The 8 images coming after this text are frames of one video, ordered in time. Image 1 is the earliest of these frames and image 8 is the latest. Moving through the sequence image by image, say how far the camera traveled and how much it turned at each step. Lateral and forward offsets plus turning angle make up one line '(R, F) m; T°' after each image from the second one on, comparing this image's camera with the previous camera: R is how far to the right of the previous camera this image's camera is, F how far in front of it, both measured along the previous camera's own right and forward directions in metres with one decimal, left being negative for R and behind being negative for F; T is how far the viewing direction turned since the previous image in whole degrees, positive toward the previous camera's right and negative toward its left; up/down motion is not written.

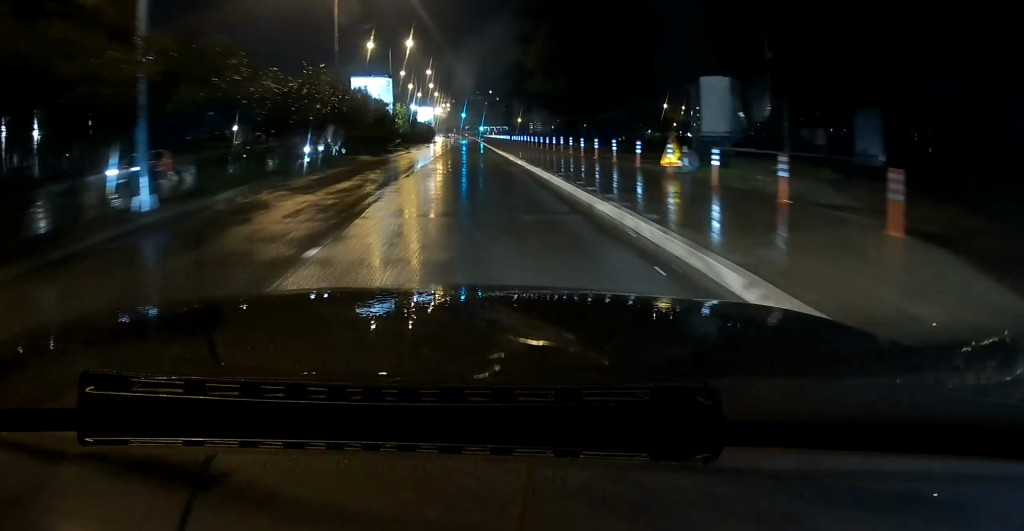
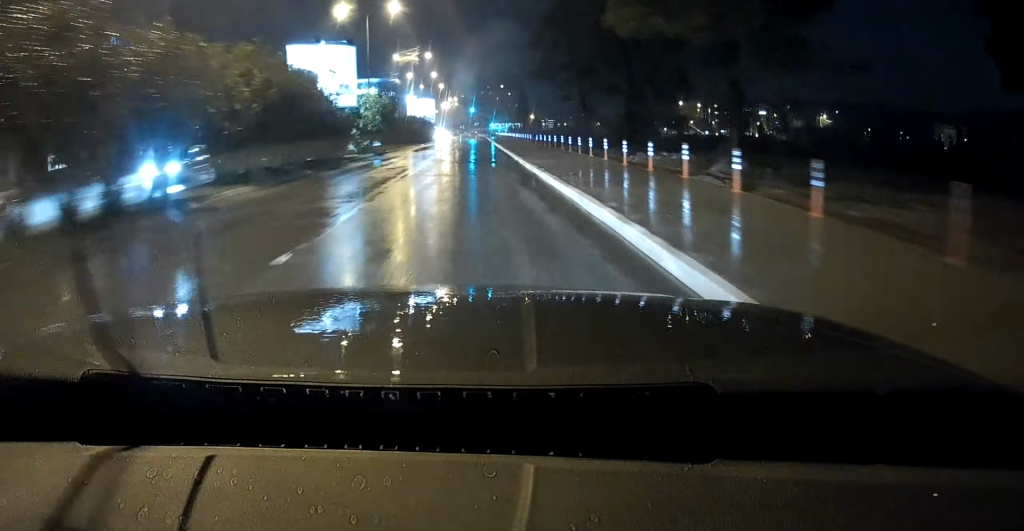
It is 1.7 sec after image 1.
(0.0, +19.6) m; 0°
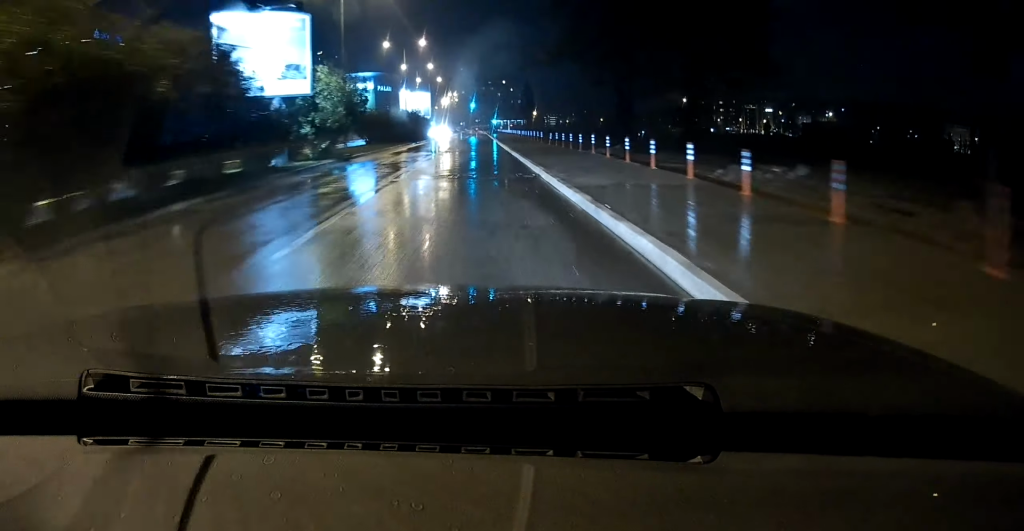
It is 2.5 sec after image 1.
(+0.1, +9.5) m; 0°
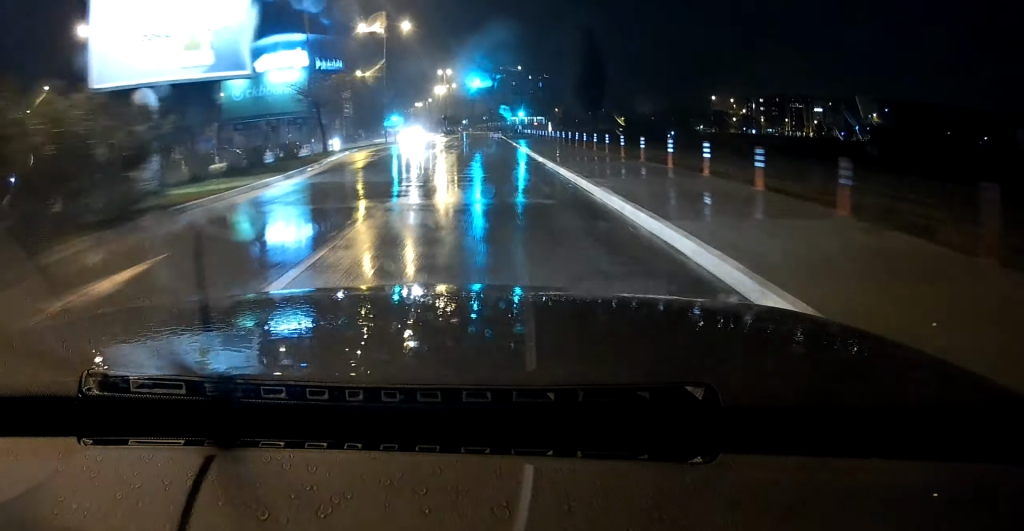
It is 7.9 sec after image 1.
(-1.0, +68.3) m; -1°
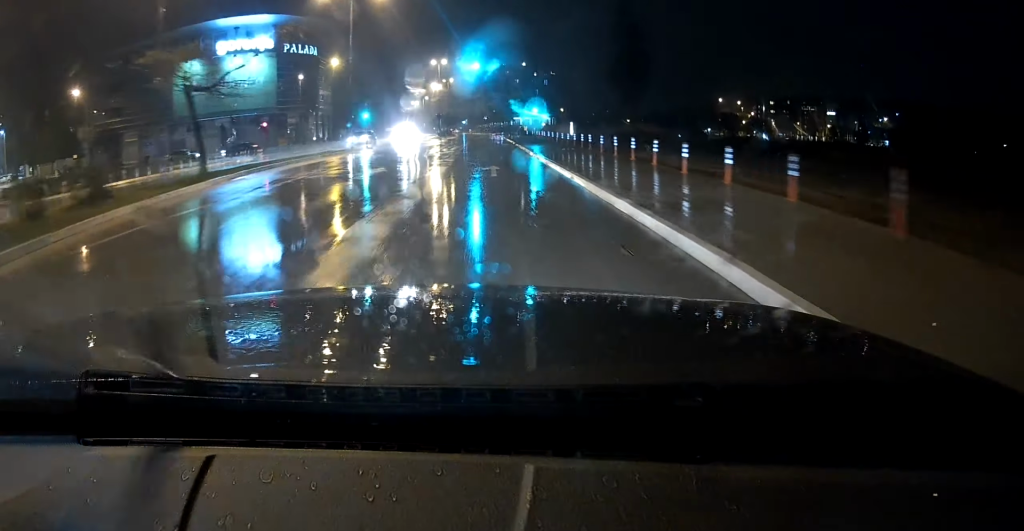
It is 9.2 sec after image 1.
(0.0, +16.6) m; 0°
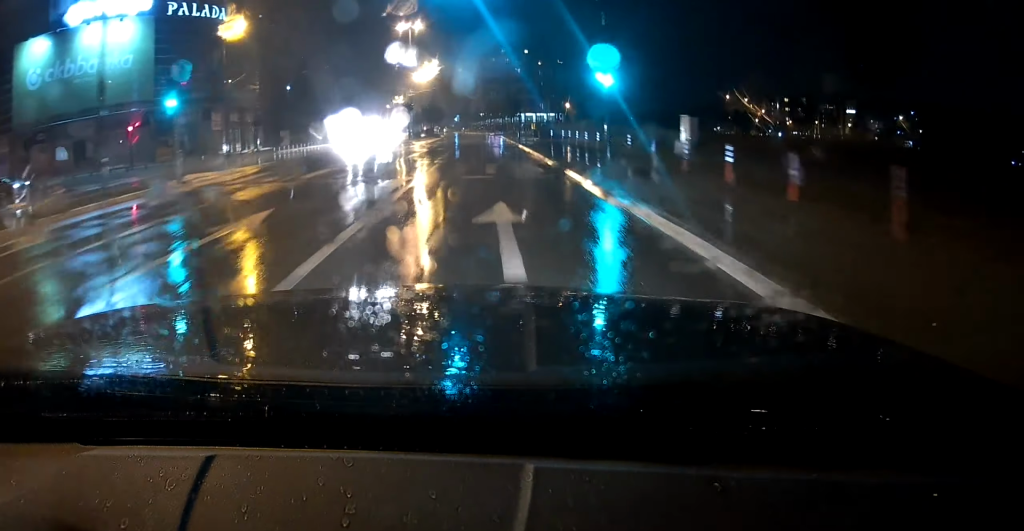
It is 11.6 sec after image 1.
(-0.2, +30.8) m; 0°
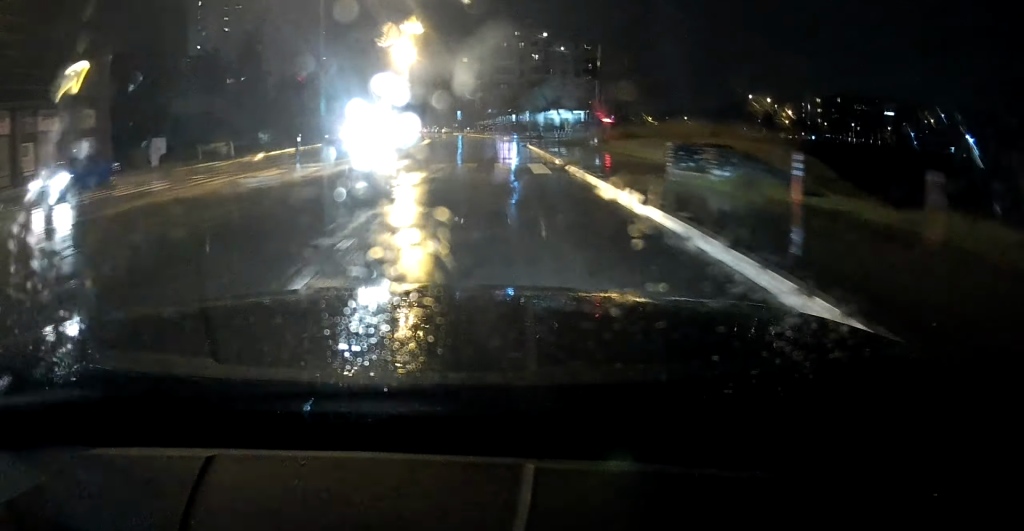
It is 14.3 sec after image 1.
(+0.1, +34.3) m; 0°
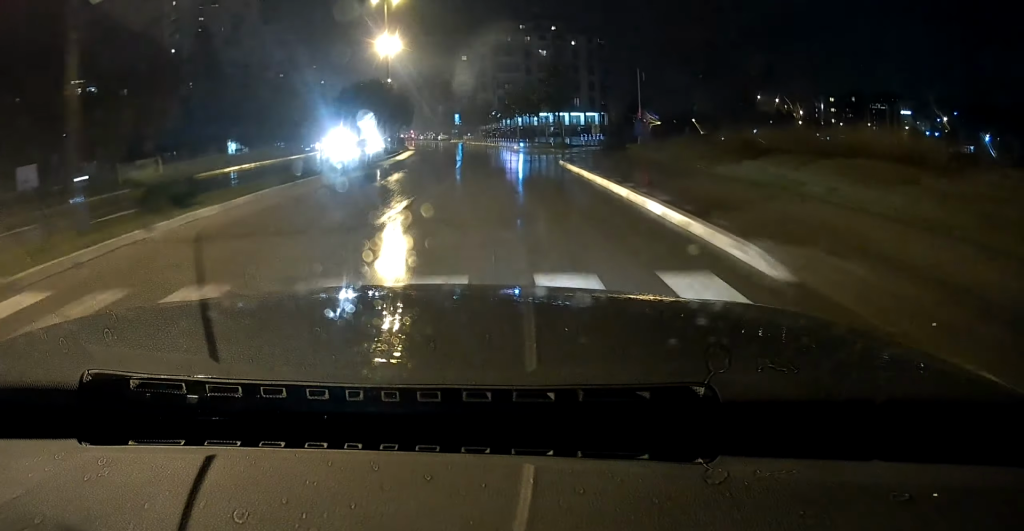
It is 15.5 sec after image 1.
(-0.1, +15.7) m; -1°
